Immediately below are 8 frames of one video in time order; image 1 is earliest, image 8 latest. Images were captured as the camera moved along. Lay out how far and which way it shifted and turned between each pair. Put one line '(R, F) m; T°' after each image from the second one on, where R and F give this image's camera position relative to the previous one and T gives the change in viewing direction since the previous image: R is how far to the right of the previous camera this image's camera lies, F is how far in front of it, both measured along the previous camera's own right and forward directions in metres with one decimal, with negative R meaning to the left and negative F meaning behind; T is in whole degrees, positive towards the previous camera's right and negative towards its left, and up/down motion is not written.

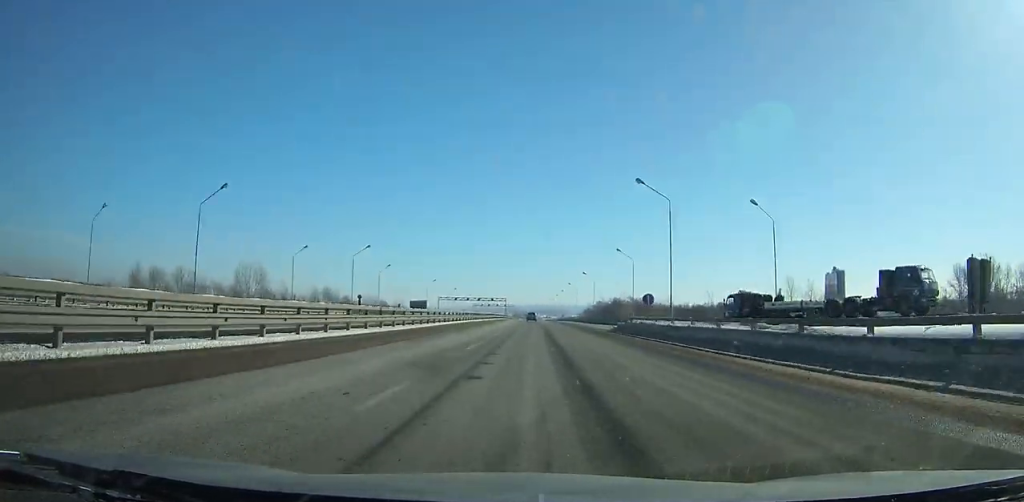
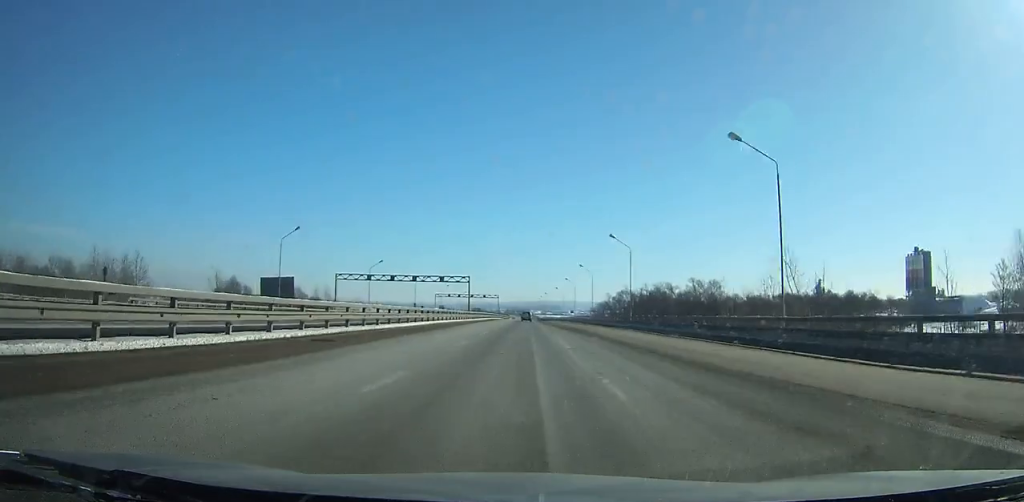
(+0.3, +94.4) m; 0°
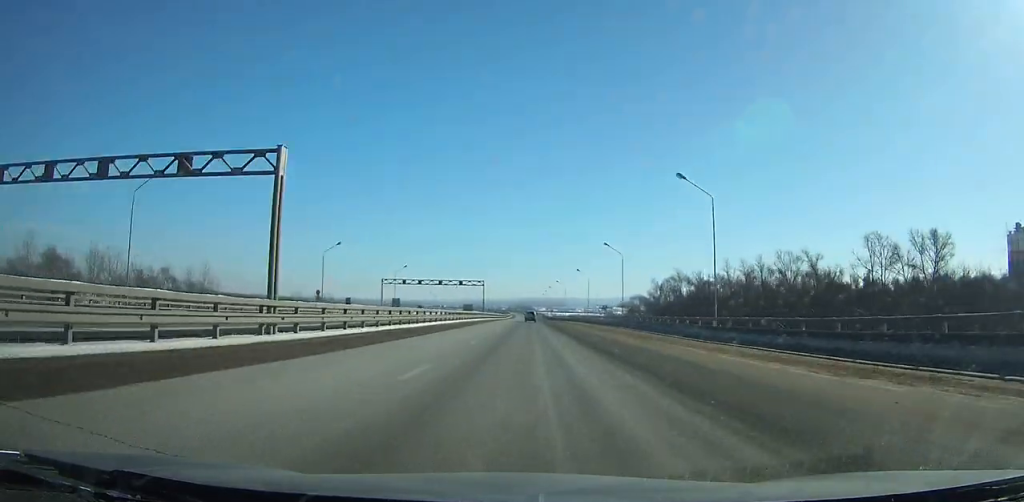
(-0.1, +68.8) m; 0°
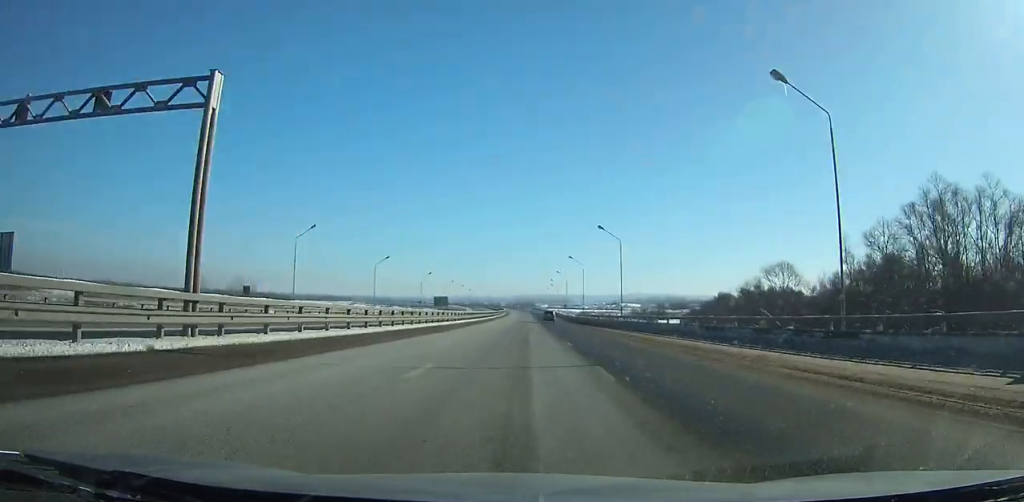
(-0.4, +93.5) m; 0°
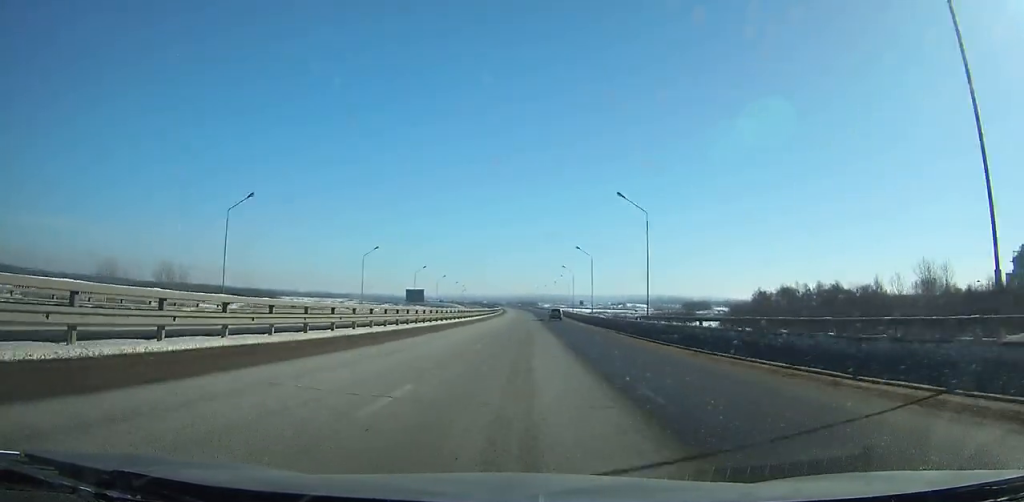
(-0.1, +51.0) m; 0°
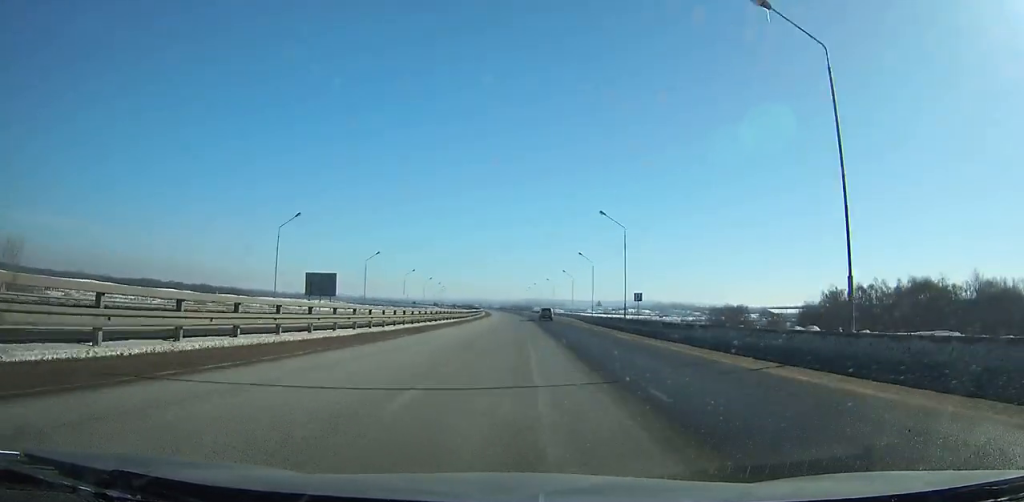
(+0.1, +71.6) m; 0°
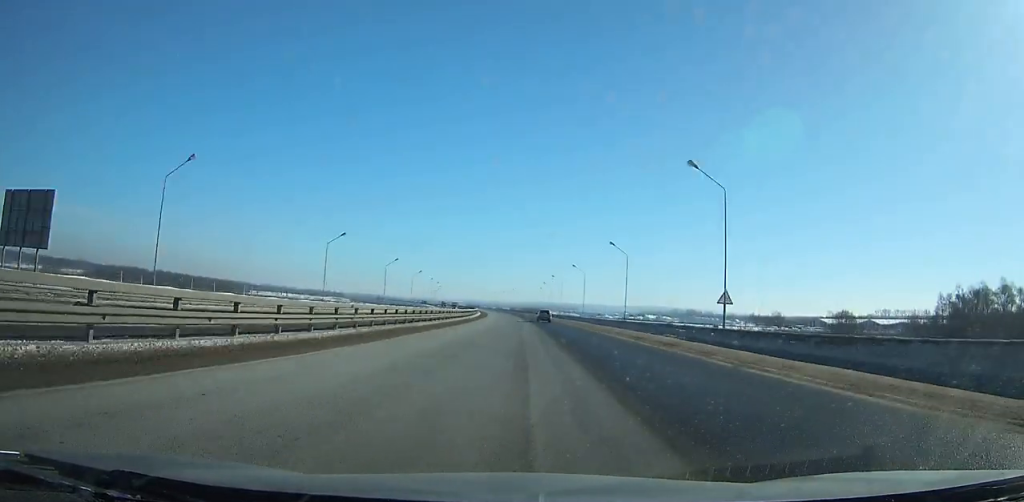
(-0.3, +60.9) m; -1°
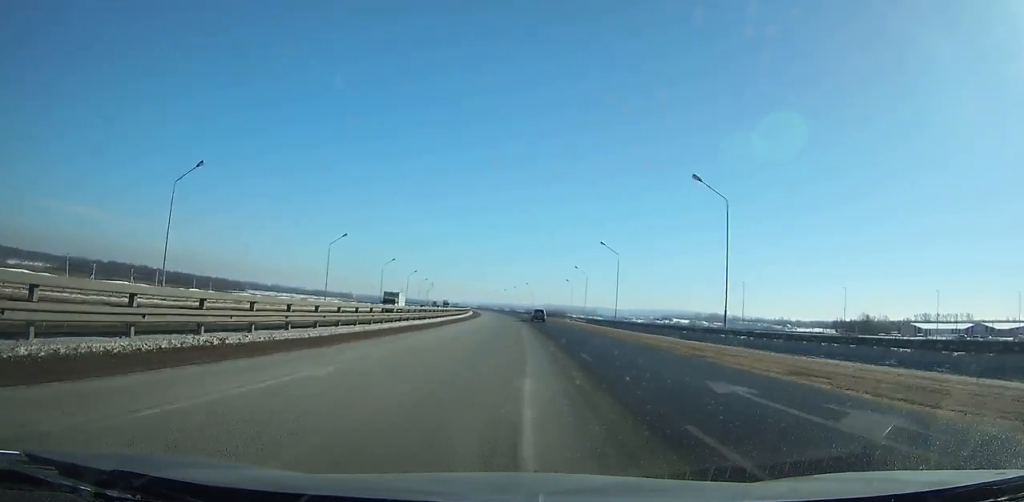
(-0.8, +76.6) m; -2°
